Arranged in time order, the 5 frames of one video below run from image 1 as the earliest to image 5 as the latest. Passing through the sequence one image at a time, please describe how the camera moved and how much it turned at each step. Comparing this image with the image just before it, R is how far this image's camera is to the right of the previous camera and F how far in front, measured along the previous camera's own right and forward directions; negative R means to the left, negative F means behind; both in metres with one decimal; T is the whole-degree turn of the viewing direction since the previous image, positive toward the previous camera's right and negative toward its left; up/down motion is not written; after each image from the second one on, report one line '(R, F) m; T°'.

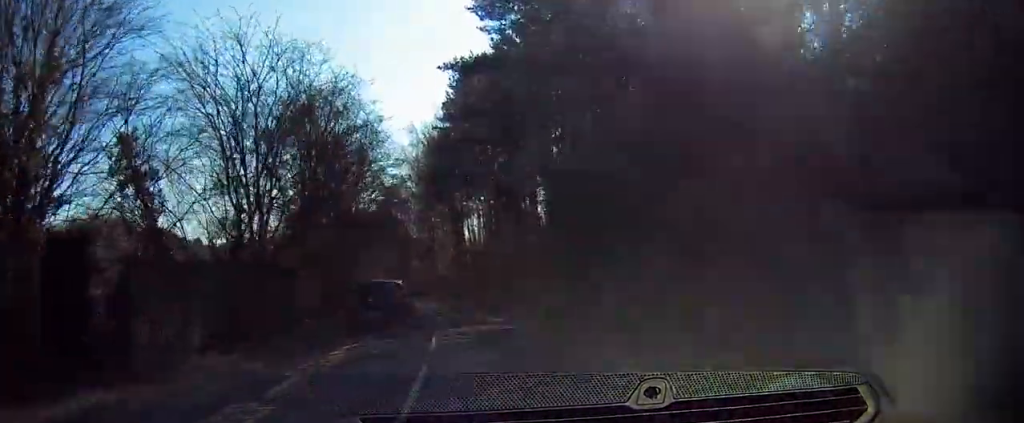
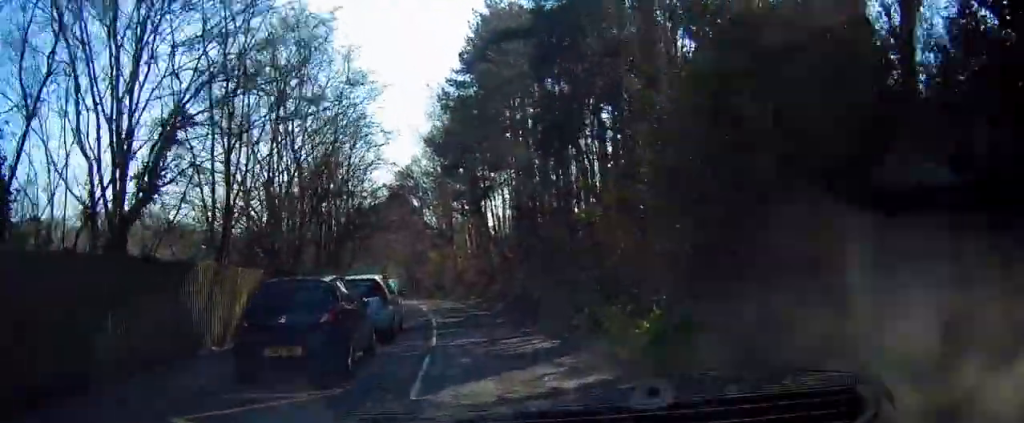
(-0.2, +9.5) m; -2°
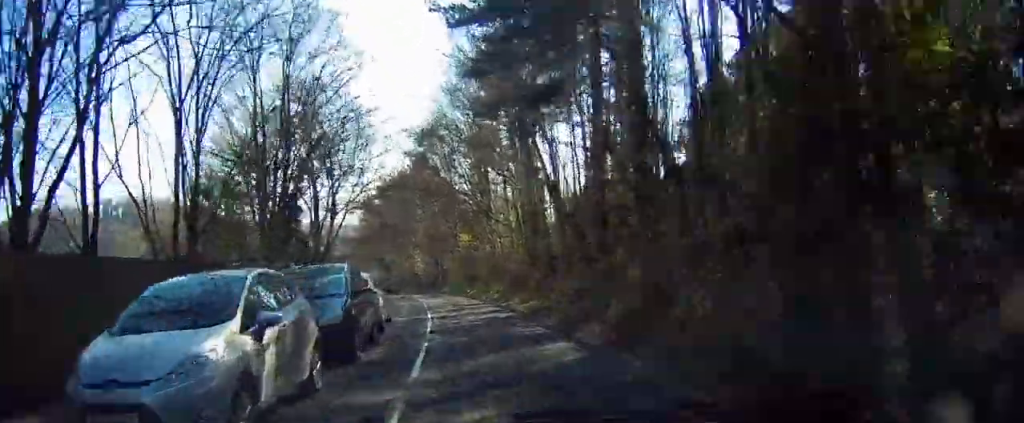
(-0.4, +16.5) m; -3°
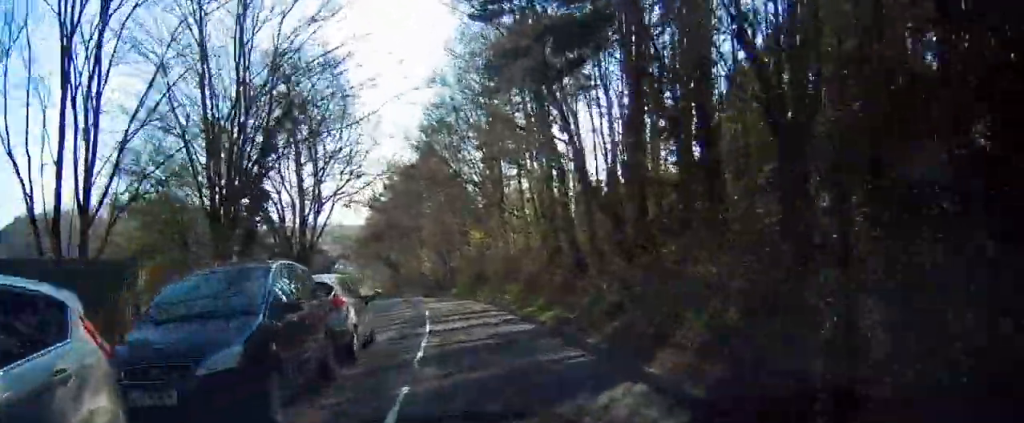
(0.0, +4.6) m; -1°
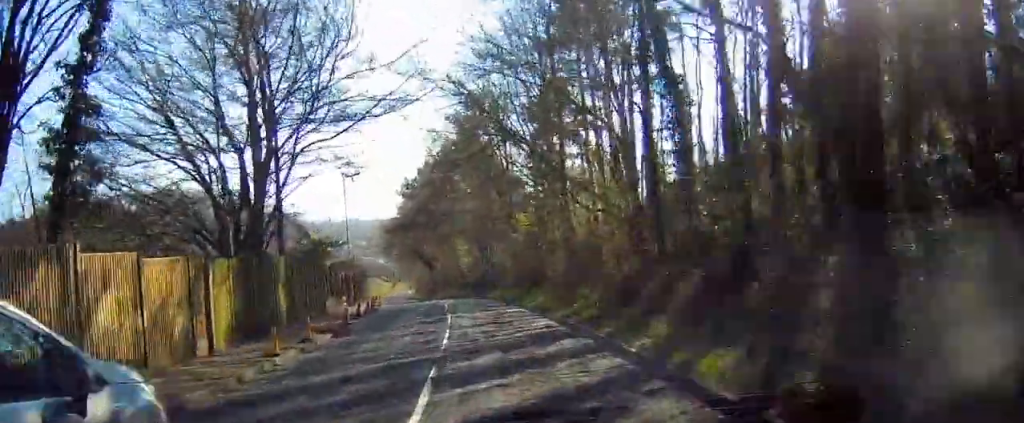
(-0.3, +9.8) m; -3°
